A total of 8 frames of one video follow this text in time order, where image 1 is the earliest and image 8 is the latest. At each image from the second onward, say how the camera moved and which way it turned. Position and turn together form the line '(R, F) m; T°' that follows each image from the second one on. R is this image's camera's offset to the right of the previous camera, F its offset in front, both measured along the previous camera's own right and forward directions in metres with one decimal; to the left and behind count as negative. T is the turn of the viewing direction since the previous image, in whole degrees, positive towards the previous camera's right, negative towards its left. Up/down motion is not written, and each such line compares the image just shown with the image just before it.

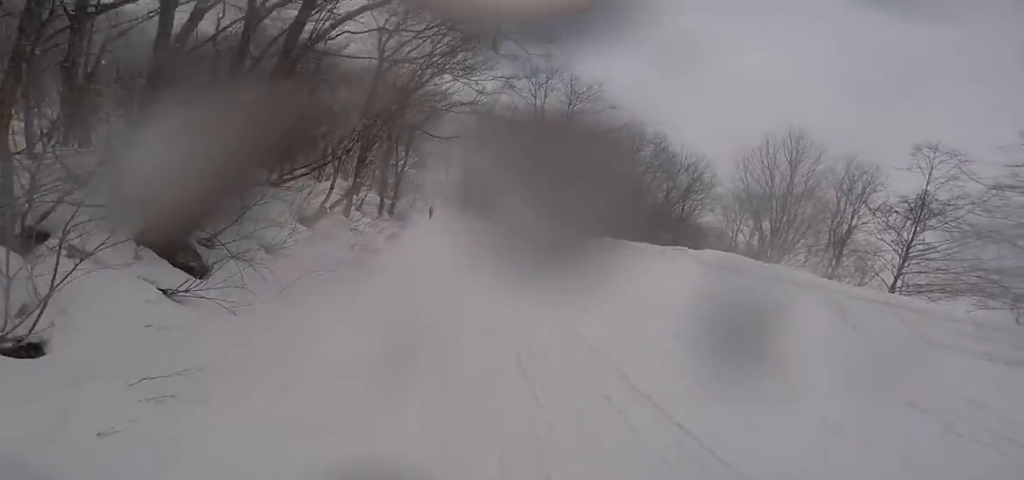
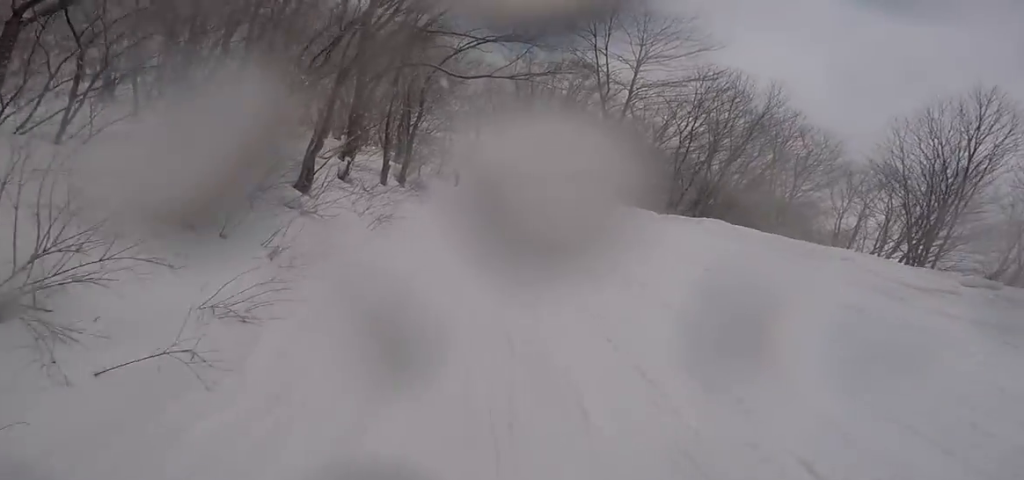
(-0.8, +6.5) m; -8°
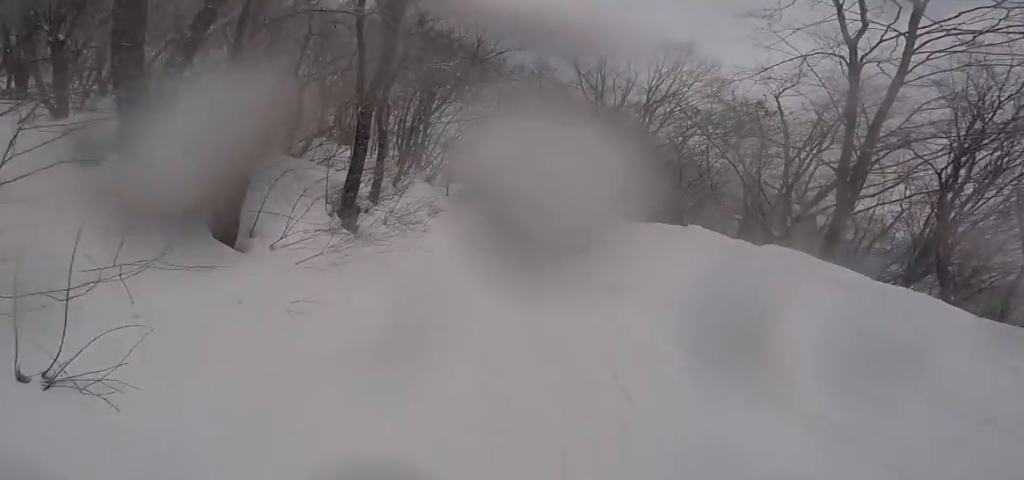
(-0.9, +13.2) m; -1°
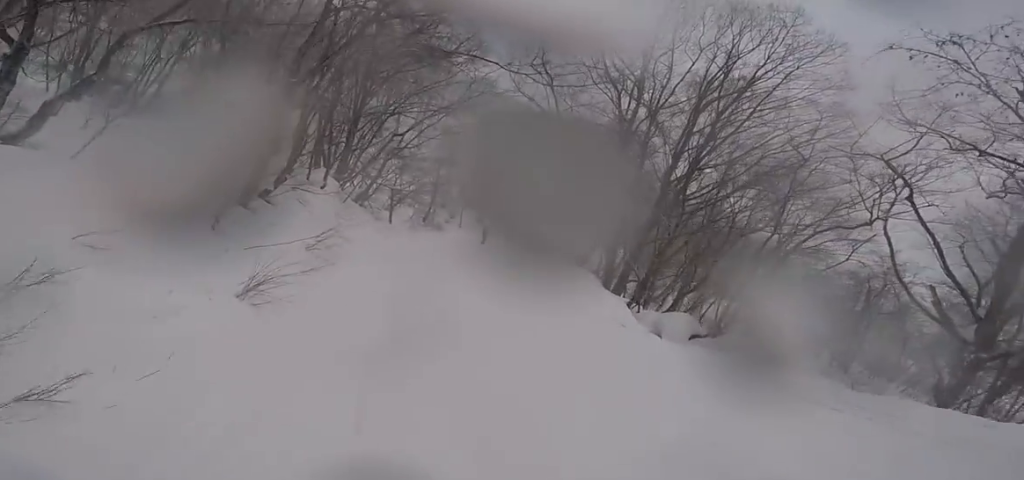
(+1.0, +13.1) m; +1°
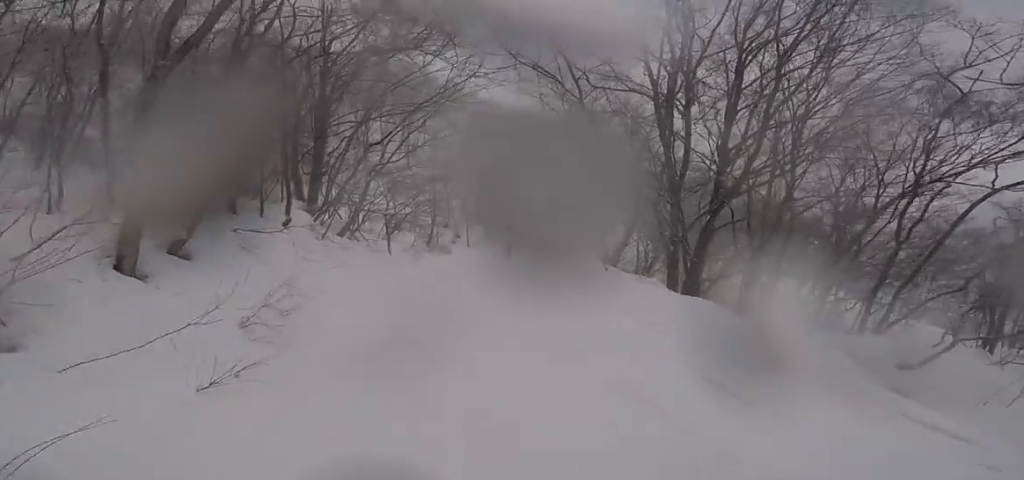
(-0.5, +5.4) m; -5°
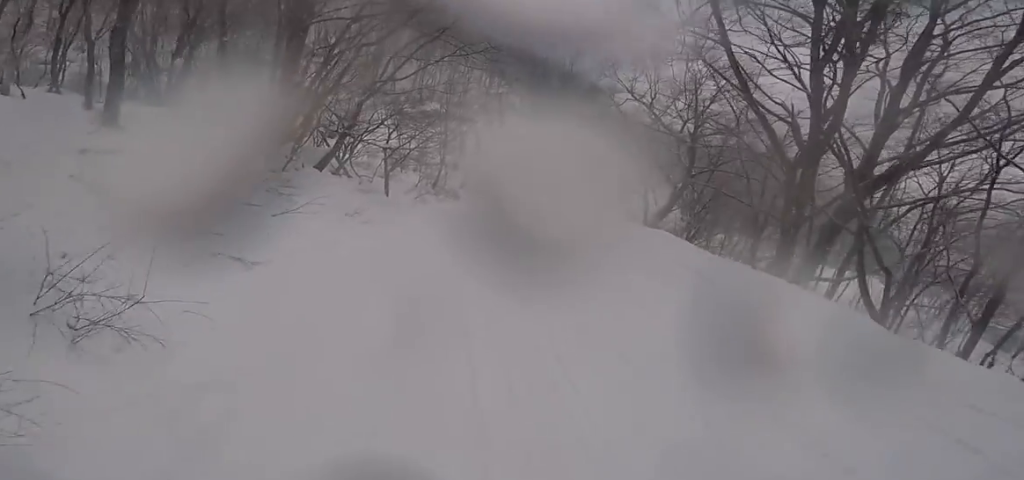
(0.0, +5.6) m; -3°
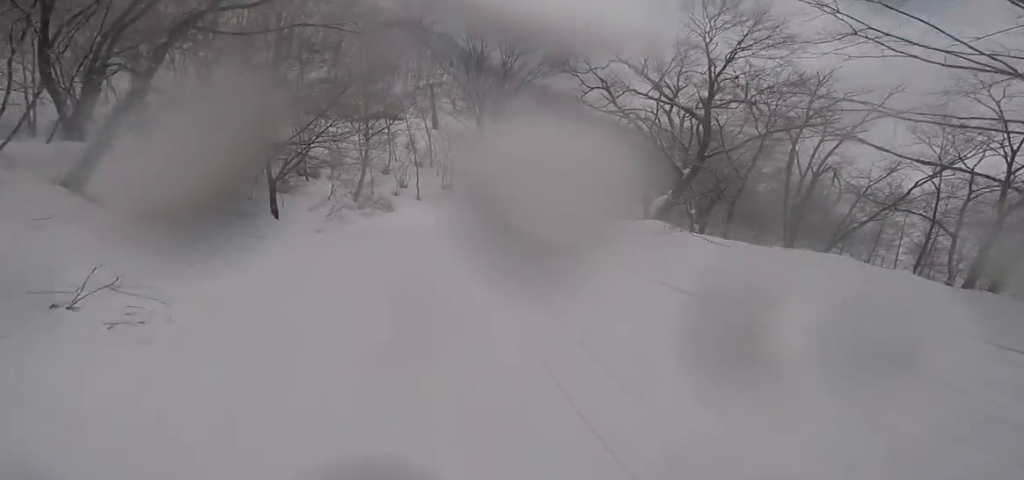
(-0.4, +9.7) m; +2°
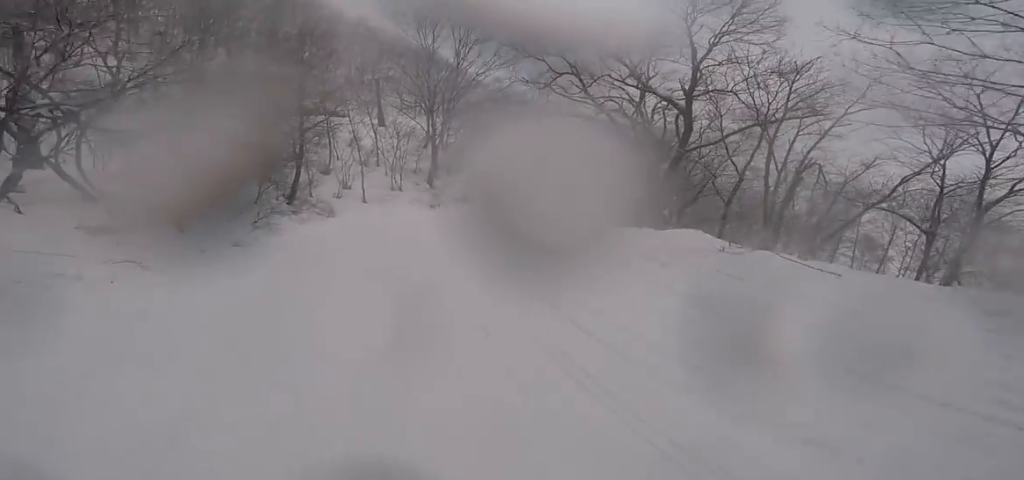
(+0.1, +3.2) m; +7°
